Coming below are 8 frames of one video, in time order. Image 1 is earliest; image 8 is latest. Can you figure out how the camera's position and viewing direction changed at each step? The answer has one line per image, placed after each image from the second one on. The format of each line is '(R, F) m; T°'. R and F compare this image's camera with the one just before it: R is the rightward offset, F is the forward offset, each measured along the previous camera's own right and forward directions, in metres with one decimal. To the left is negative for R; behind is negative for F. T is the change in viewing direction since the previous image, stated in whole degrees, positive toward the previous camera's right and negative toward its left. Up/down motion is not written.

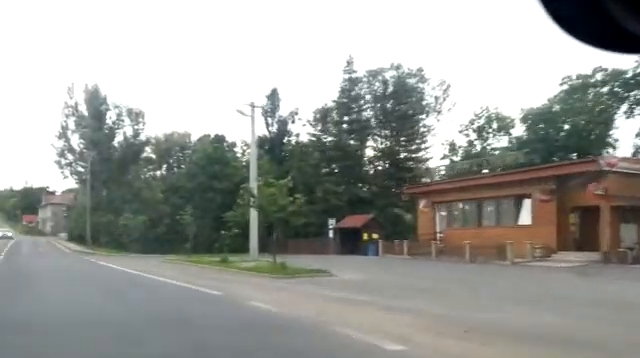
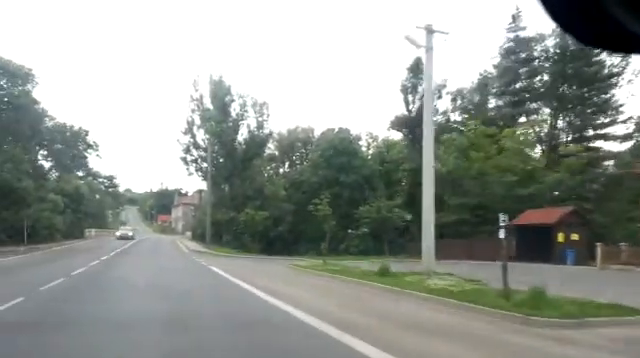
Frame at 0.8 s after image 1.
(-2.9, +8.4) m; -25°
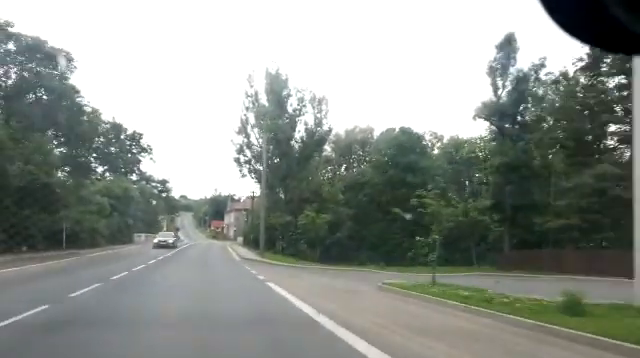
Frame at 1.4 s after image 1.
(-0.9, +6.2) m; -7°
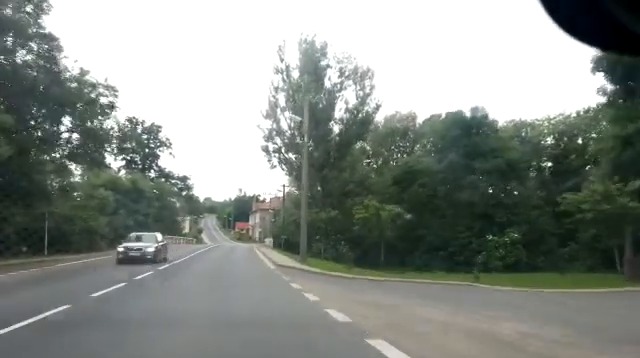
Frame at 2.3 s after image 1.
(-0.8, +9.8) m; -5°
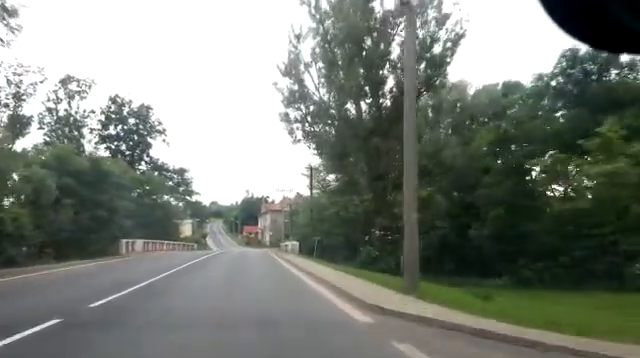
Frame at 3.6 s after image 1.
(0.0, +15.1) m; -1°
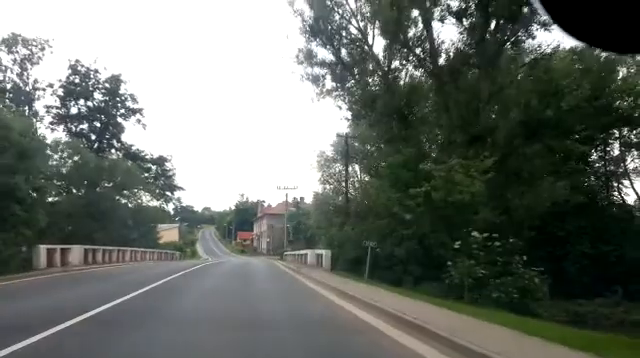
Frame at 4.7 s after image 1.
(-0.1, +13.5) m; -1°
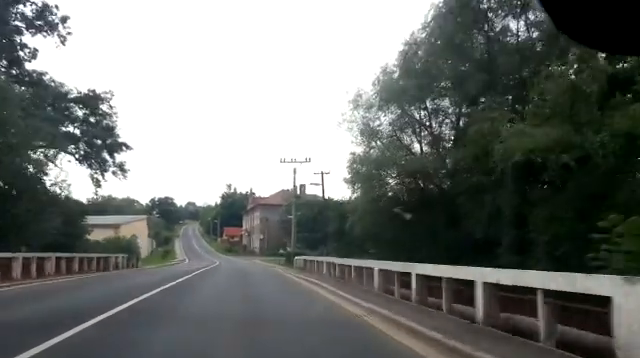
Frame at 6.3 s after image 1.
(-0.1, +21.8) m; 0°
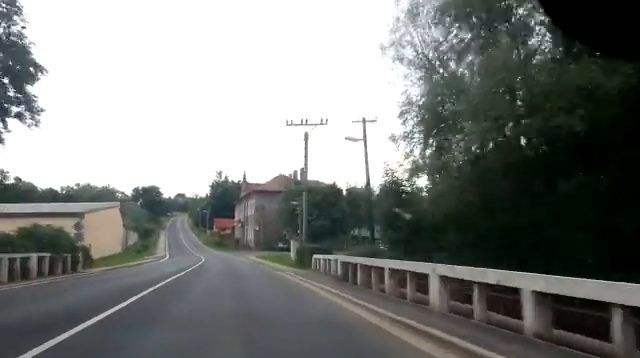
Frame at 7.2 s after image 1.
(0.0, +13.0) m; 0°
